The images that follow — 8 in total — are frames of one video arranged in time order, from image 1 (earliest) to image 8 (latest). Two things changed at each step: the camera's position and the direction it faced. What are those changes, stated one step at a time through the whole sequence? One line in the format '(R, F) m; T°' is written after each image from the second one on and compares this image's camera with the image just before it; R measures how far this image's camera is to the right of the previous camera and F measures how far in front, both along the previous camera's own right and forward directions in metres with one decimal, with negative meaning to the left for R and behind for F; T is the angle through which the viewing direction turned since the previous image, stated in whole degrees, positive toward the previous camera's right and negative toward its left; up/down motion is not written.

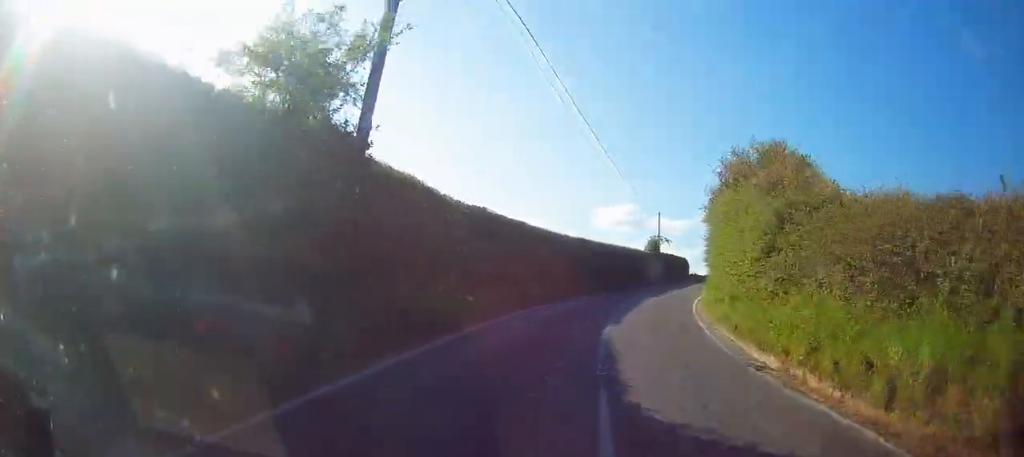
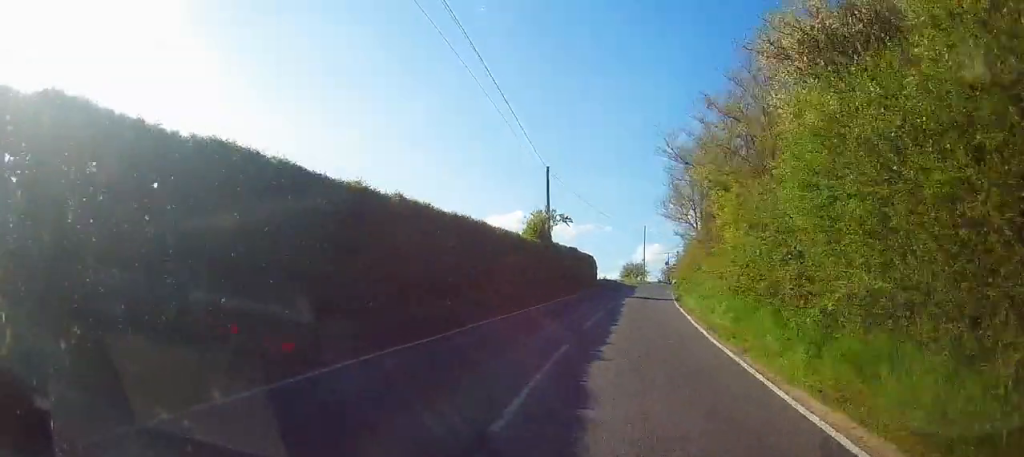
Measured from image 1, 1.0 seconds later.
(+3.3, +31.7) m; +8°
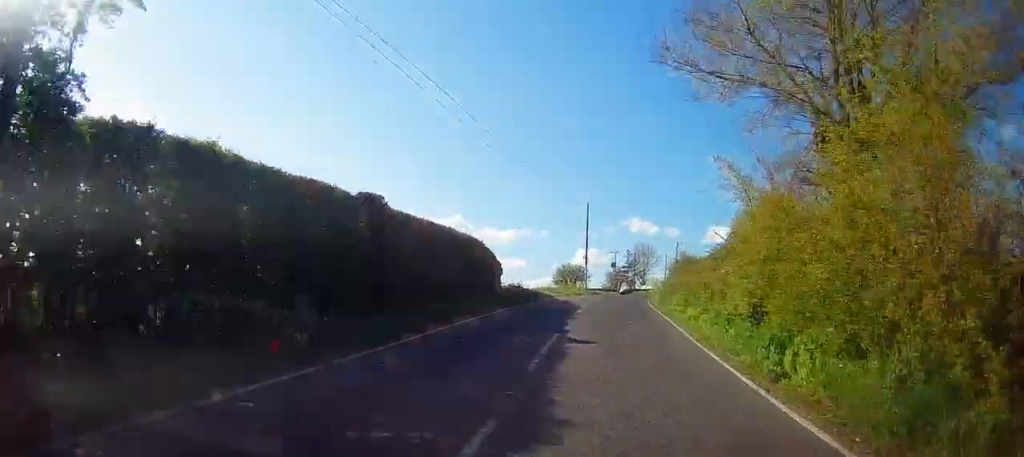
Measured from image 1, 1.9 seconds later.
(+1.5, +32.7) m; +5°
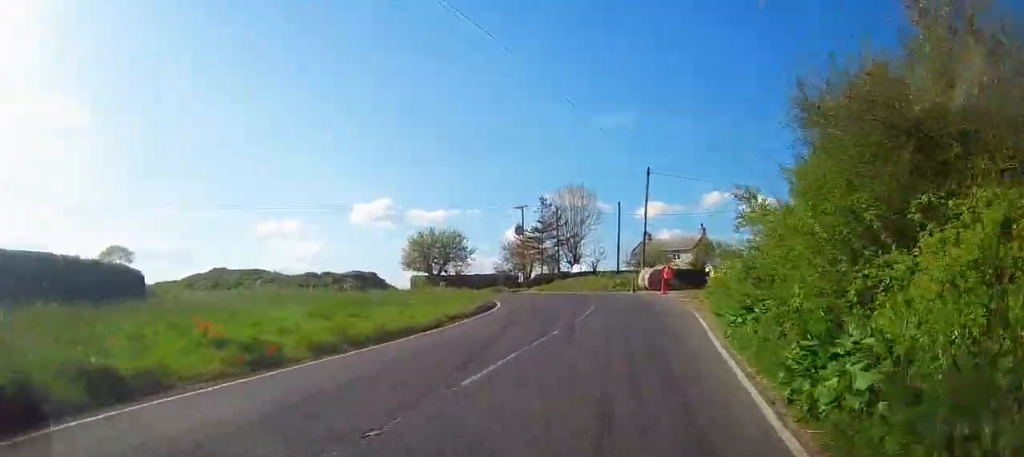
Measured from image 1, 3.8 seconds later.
(+3.8, +54.2) m; +3°
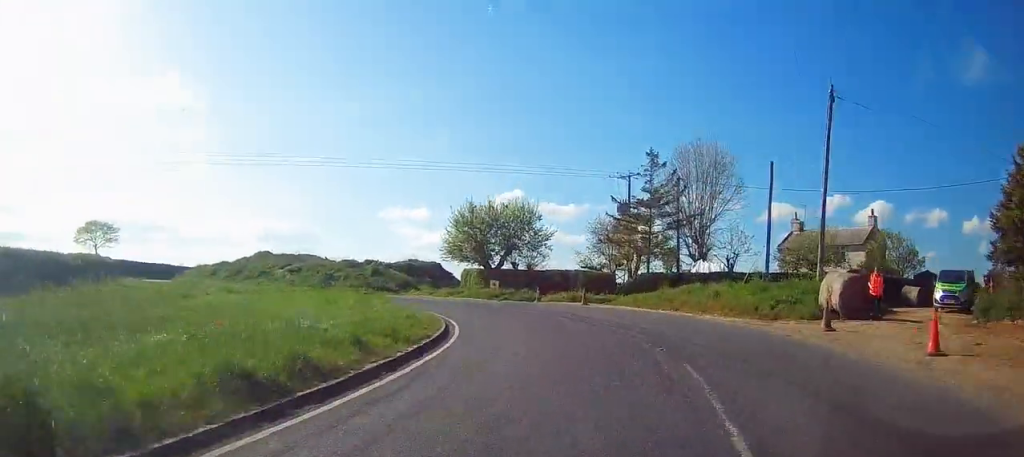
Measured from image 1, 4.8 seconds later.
(-1.0, +22.6) m; -12°
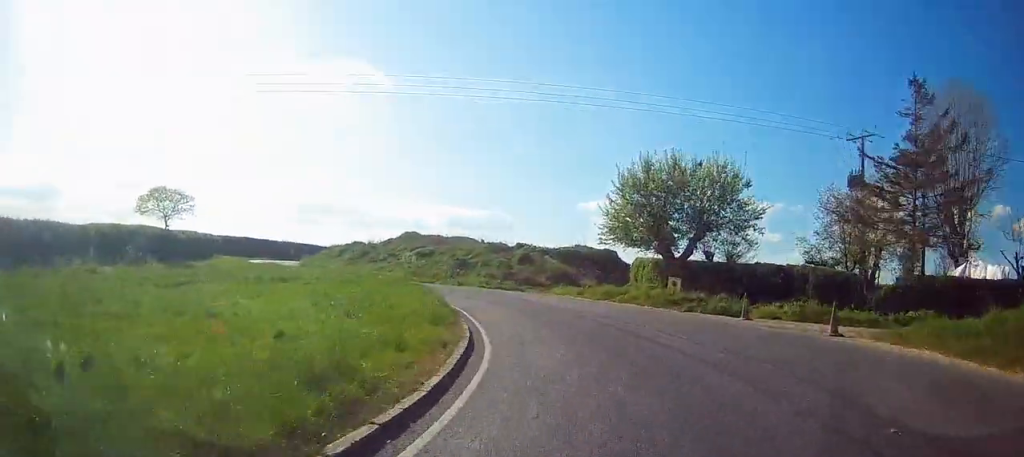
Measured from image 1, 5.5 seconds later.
(-1.8, +14.9) m; -16°
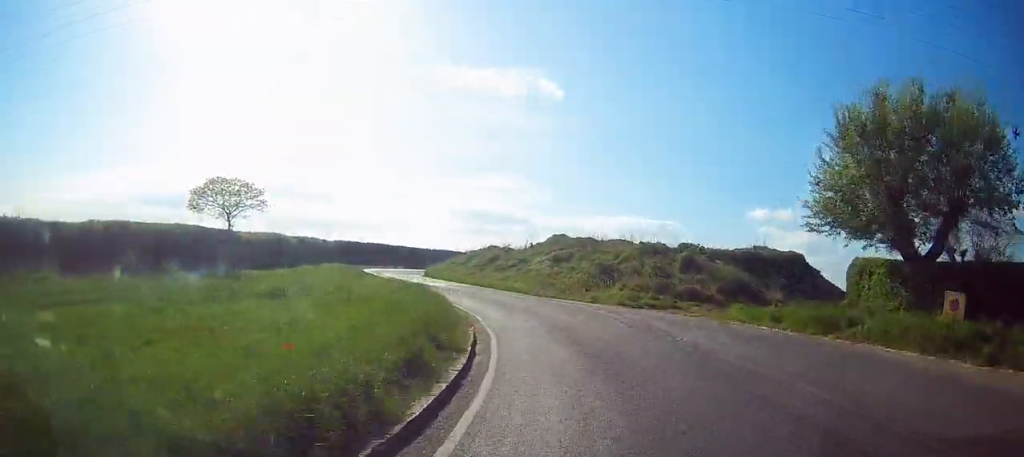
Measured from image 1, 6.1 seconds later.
(-0.4, +11.8) m; -15°
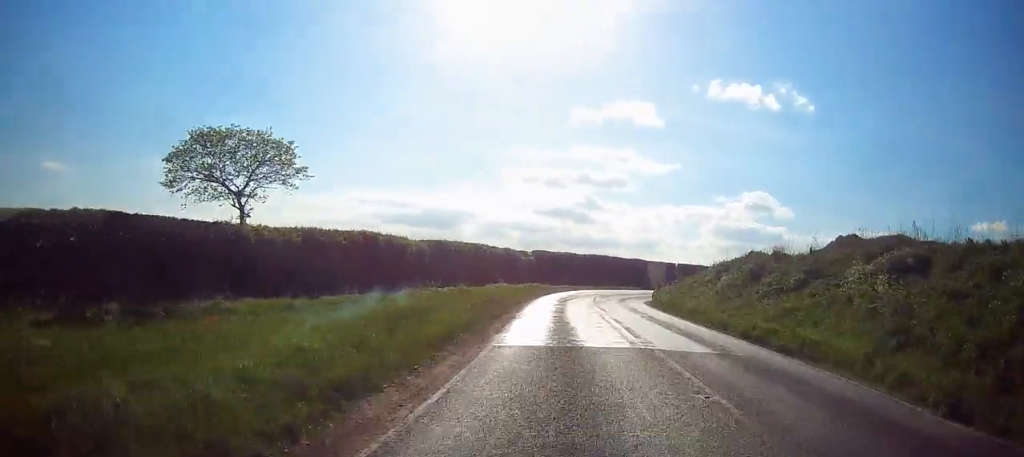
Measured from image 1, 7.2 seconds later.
(-4.9, +22.3) m; -16°
